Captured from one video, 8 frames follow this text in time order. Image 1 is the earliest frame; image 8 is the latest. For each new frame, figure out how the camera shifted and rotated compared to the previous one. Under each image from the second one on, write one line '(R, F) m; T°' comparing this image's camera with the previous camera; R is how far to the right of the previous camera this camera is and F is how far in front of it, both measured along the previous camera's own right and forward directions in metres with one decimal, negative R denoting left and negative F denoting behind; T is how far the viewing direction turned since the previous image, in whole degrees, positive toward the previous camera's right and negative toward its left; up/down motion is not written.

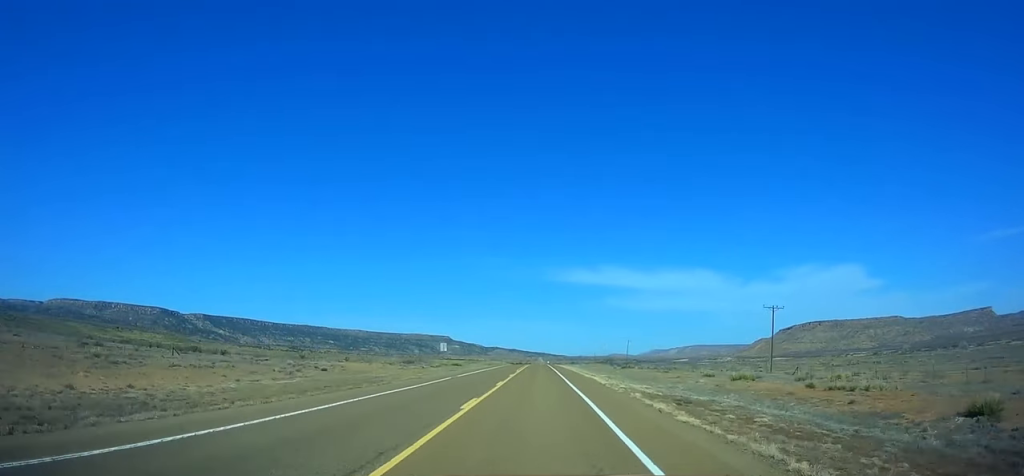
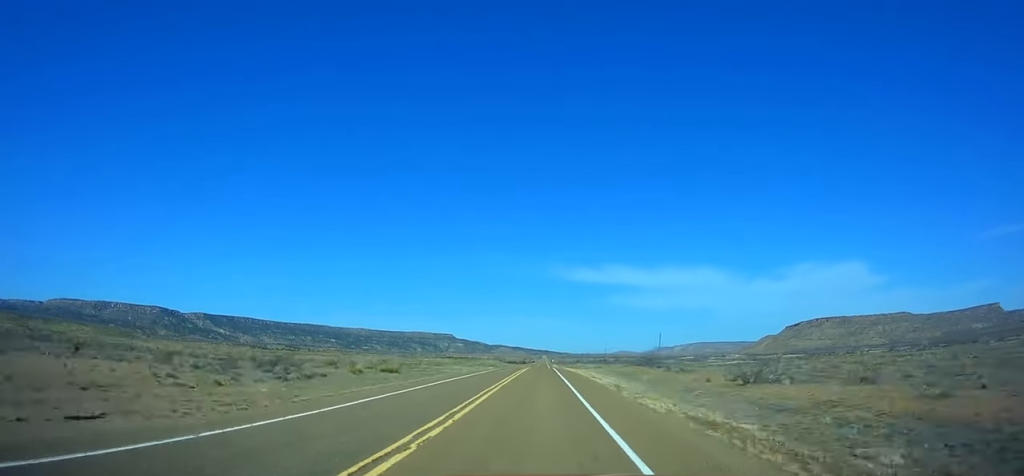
(-0.1, +51.9) m; 0°
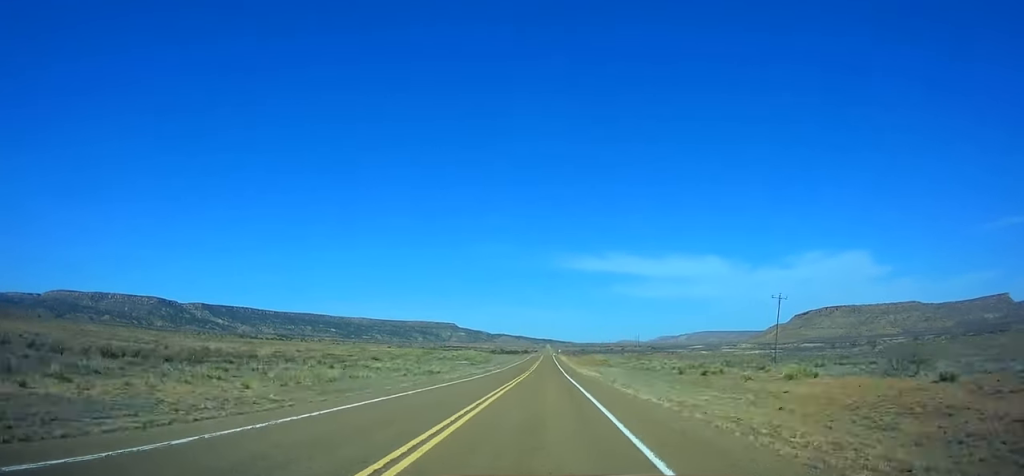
(-0.3, +79.4) m; -1°
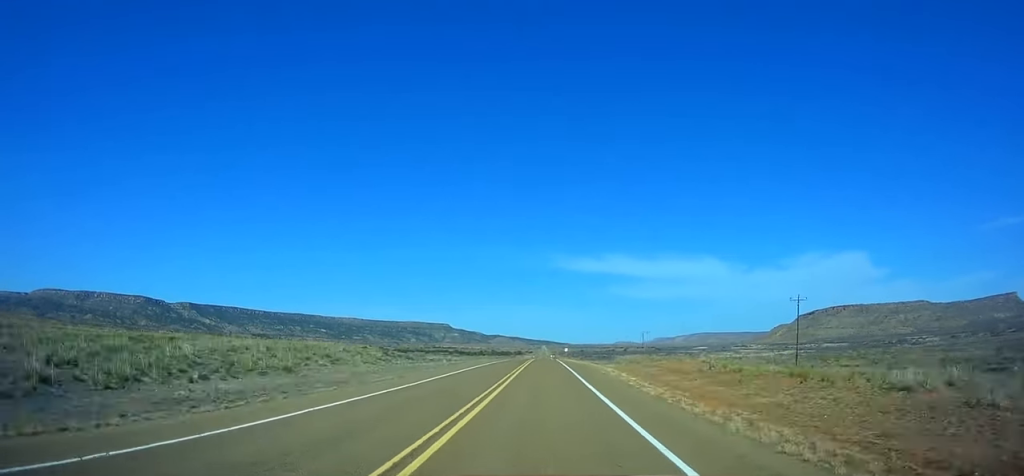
(+0.3, +129.1) m; +1°
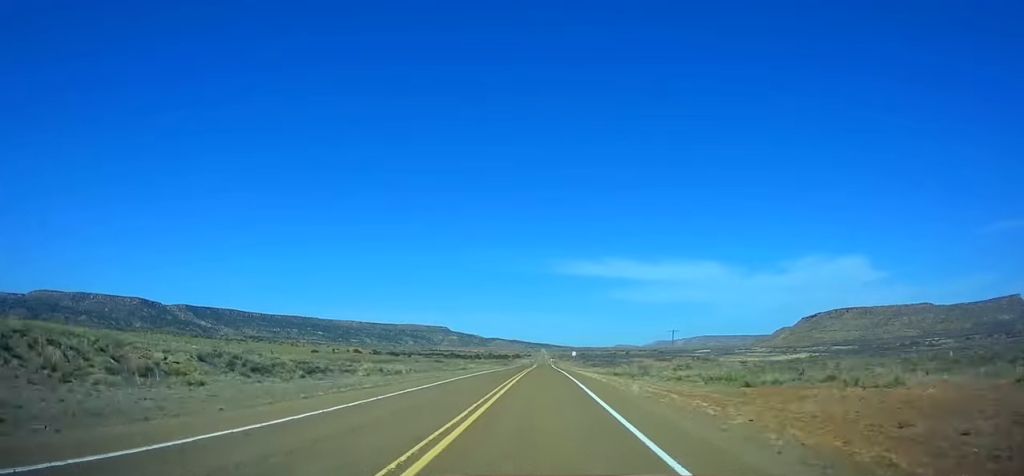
(+0.6, +44.0) m; 0°
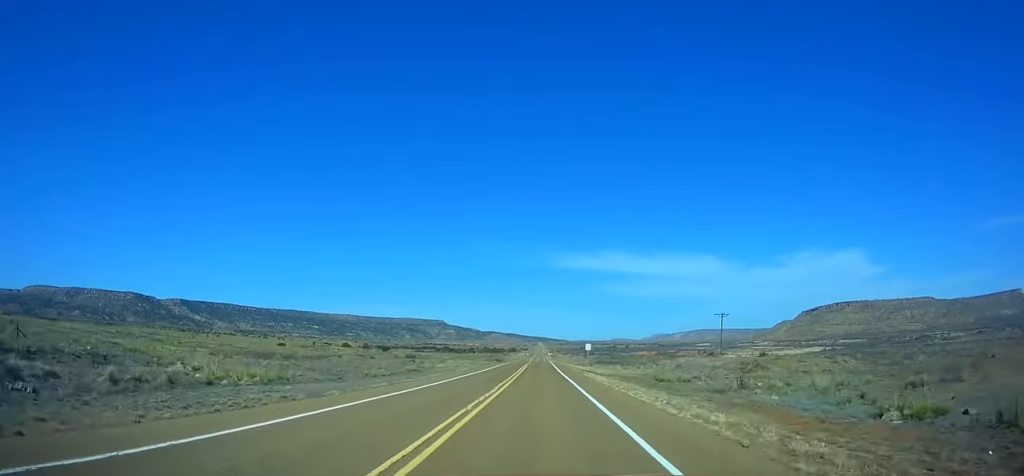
(-0.4, +41.2) m; 0°
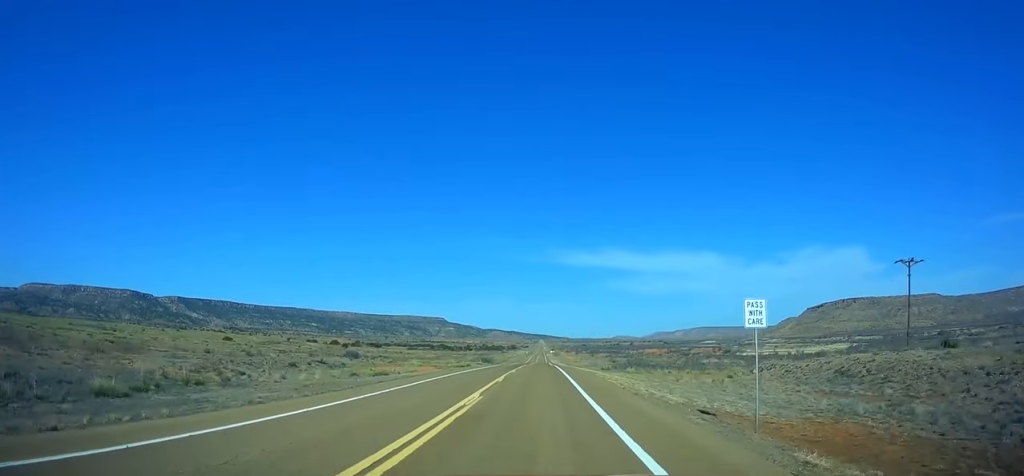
(-0.3, +55.0) m; 0°
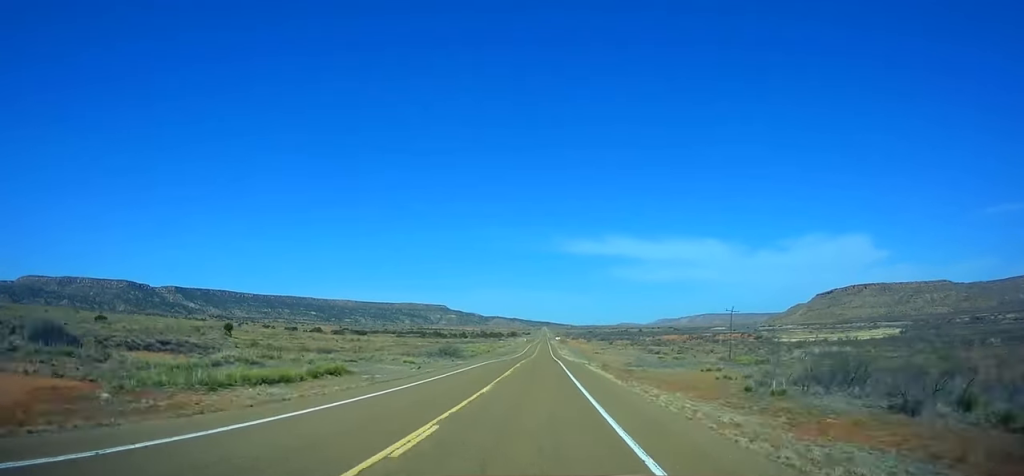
(0.0, +82.4) m; 0°
